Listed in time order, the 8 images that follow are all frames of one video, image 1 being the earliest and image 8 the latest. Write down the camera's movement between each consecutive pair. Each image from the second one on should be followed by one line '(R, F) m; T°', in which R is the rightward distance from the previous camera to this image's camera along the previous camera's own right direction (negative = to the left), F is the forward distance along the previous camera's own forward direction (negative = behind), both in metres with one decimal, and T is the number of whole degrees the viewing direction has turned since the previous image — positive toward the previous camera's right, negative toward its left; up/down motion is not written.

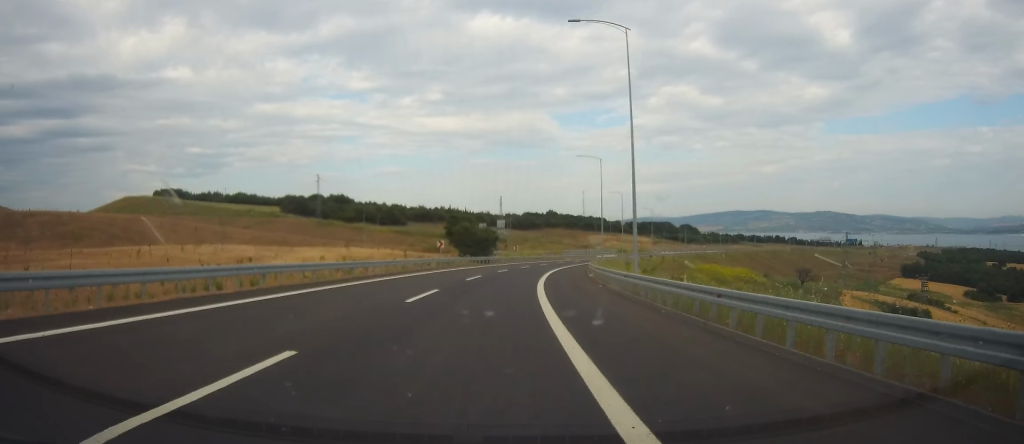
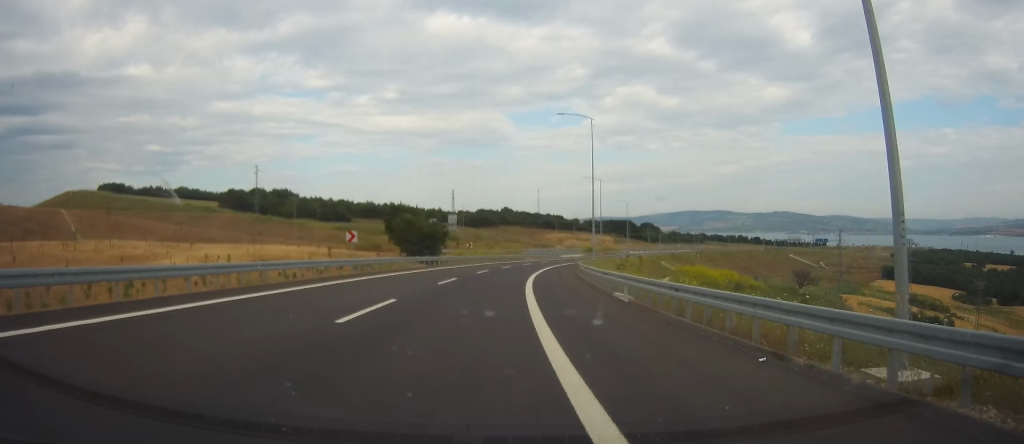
(+0.3, +21.3) m; +3°
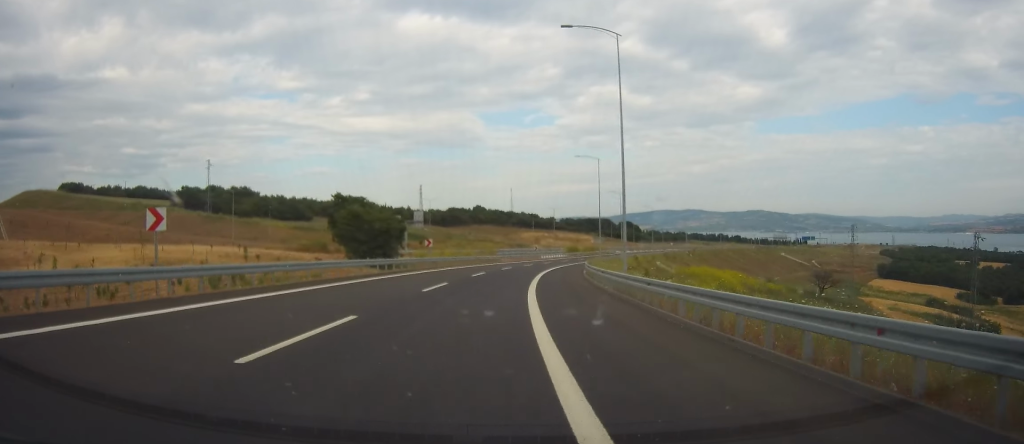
(+0.8, +20.4) m; +3°
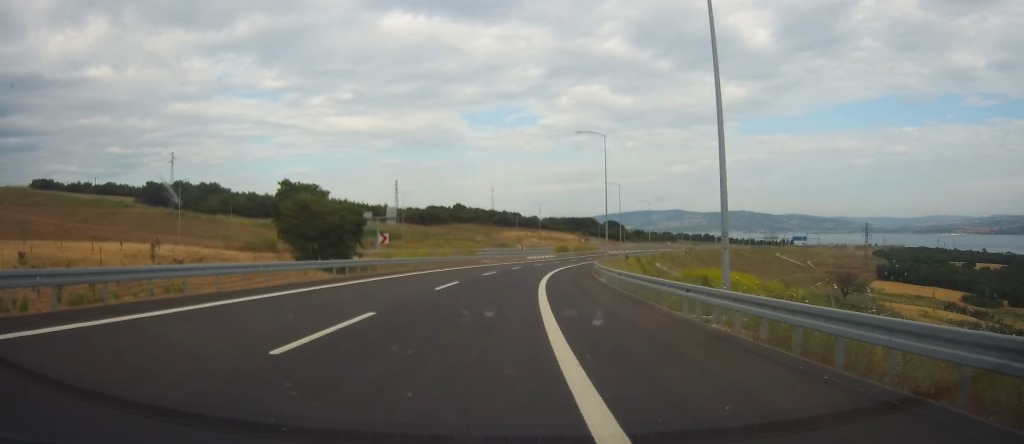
(0.0, +15.7) m; +1°
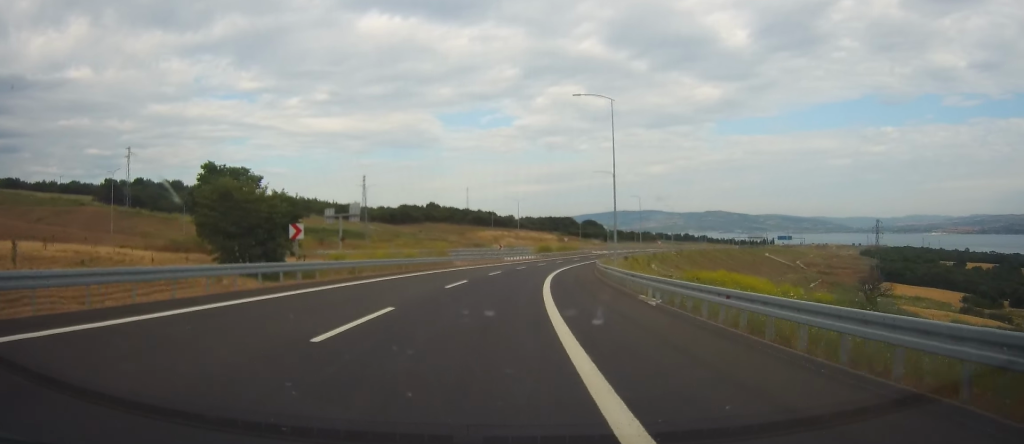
(+0.3, +14.5) m; +1°
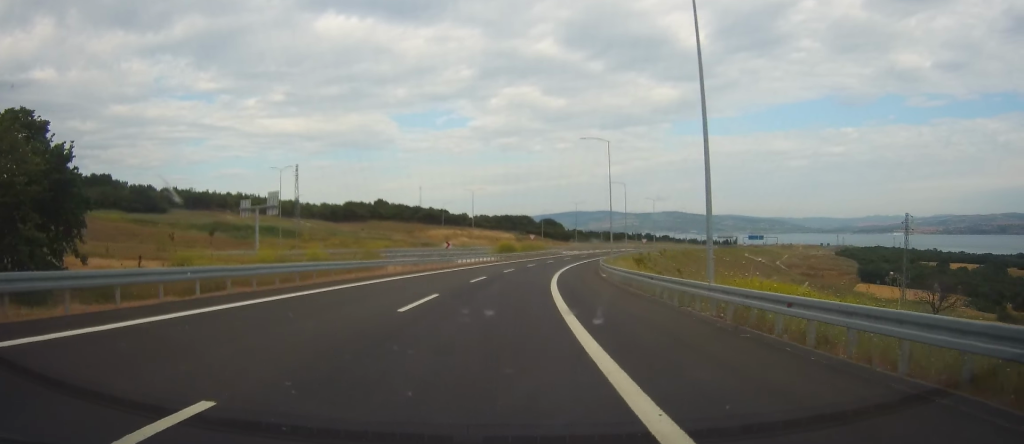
(+0.5, +27.4) m; +6°
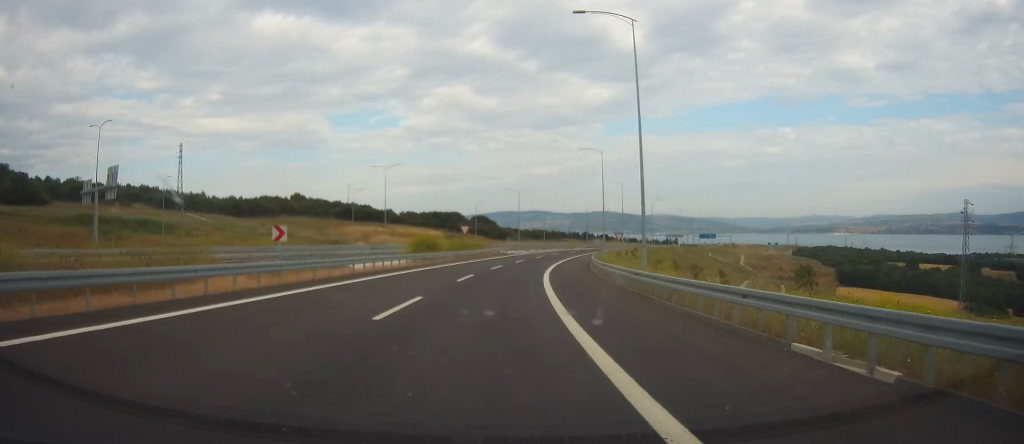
(+3.9, +34.0) m; +9°
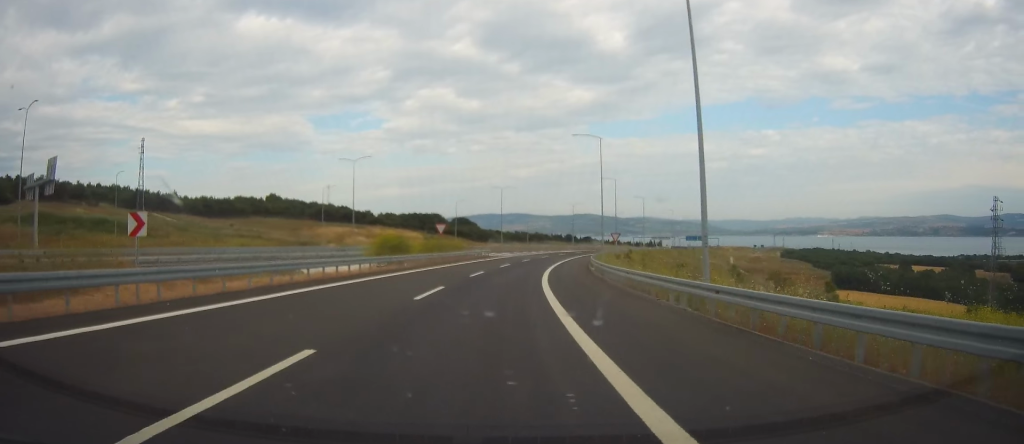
(+0.2, +10.5) m; +1°
